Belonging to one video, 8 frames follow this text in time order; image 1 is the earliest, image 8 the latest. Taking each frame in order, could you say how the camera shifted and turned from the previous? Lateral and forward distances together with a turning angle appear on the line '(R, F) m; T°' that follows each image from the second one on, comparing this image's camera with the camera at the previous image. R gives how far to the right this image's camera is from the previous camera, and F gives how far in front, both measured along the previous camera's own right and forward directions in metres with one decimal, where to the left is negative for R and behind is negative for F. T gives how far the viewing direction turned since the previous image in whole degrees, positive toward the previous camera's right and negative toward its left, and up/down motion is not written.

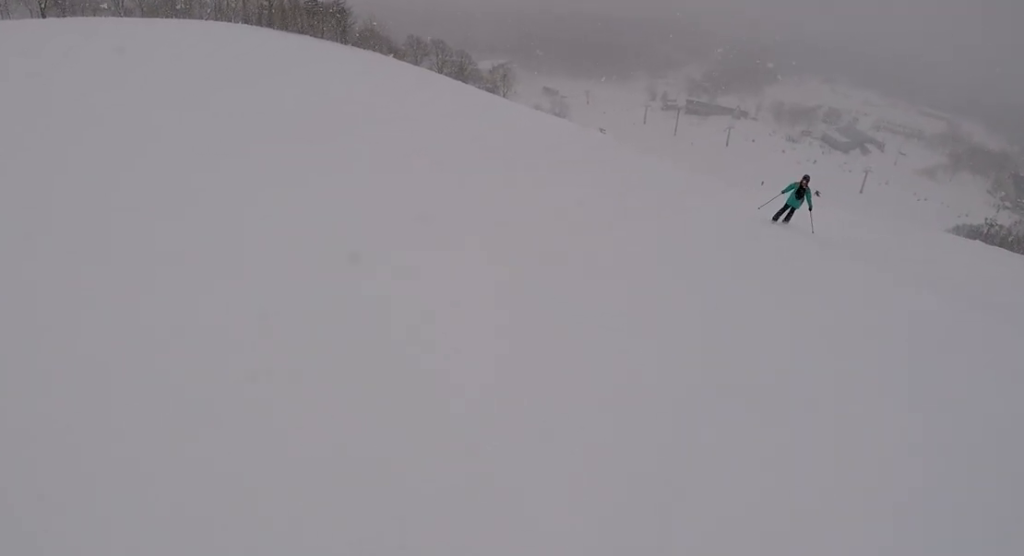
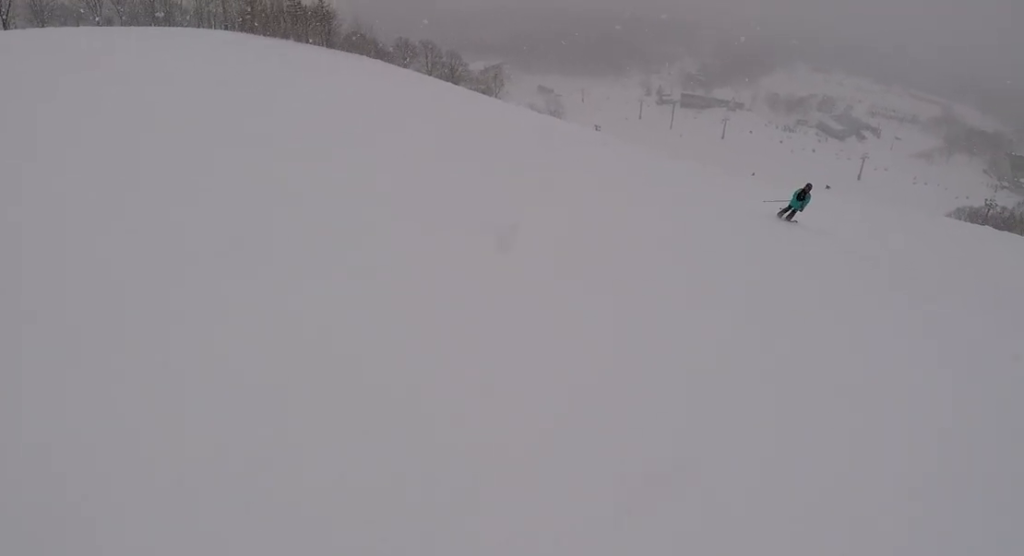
(-0.6, +4.5) m; 0°
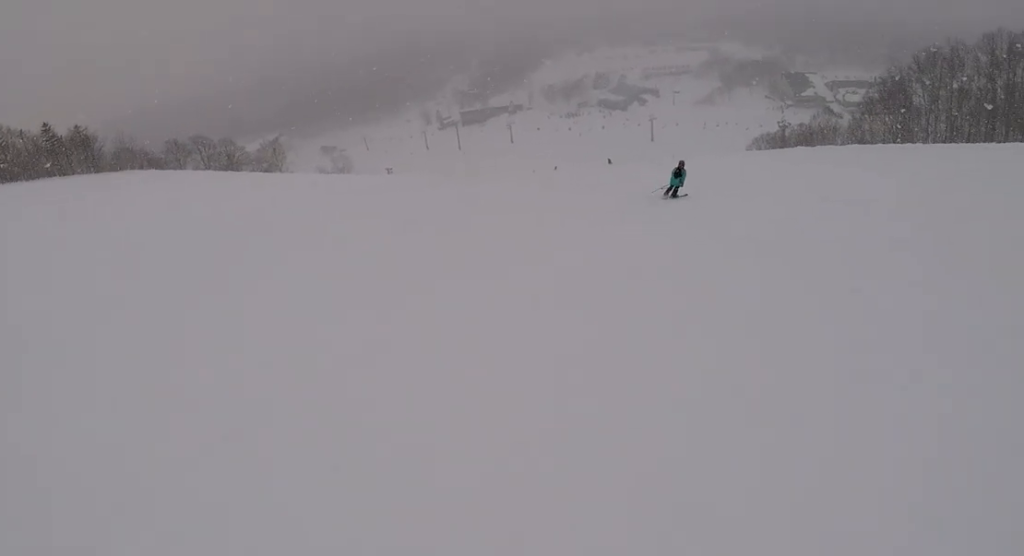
(+0.4, +4.5) m; +11°
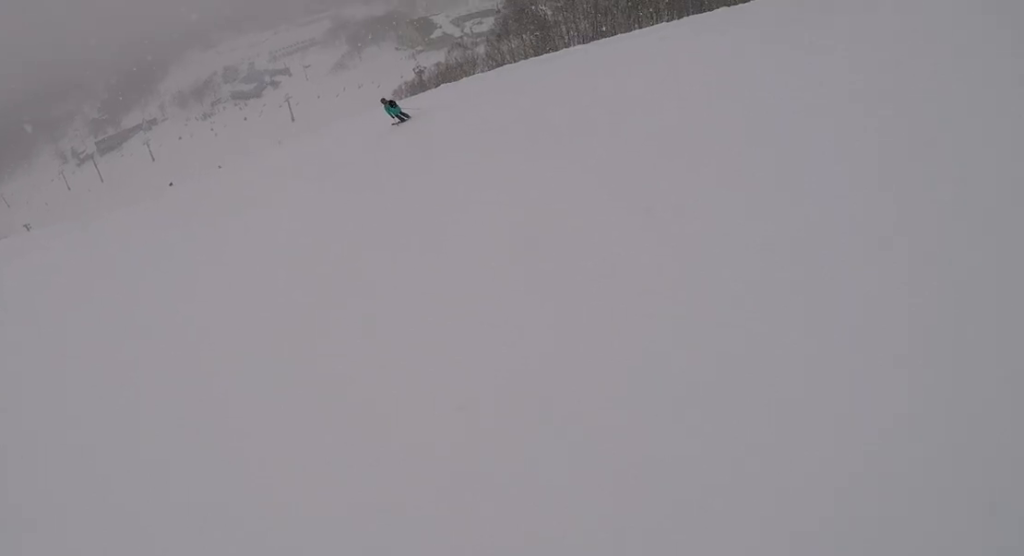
(+2.9, +10.9) m; +15°
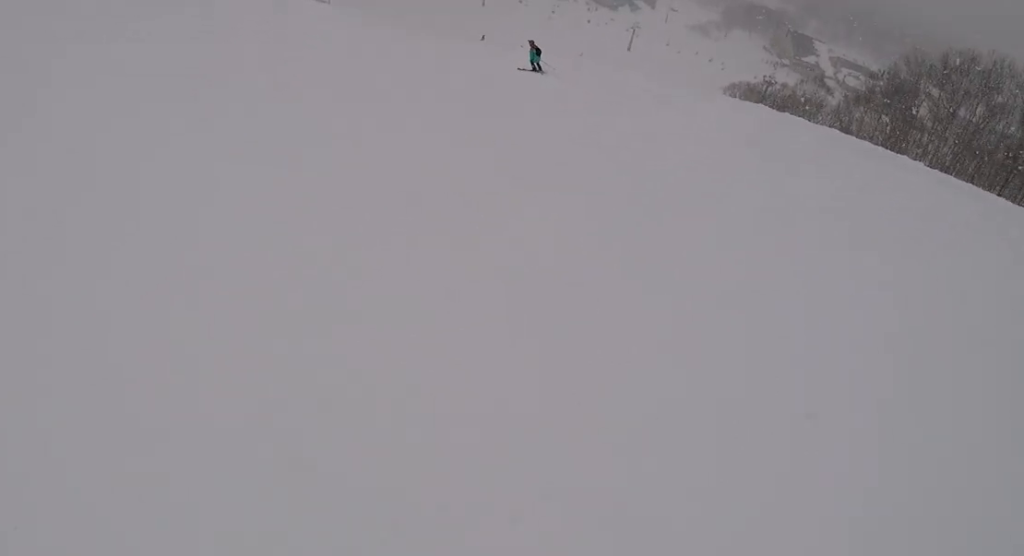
(-1.3, +7.1) m; -31°
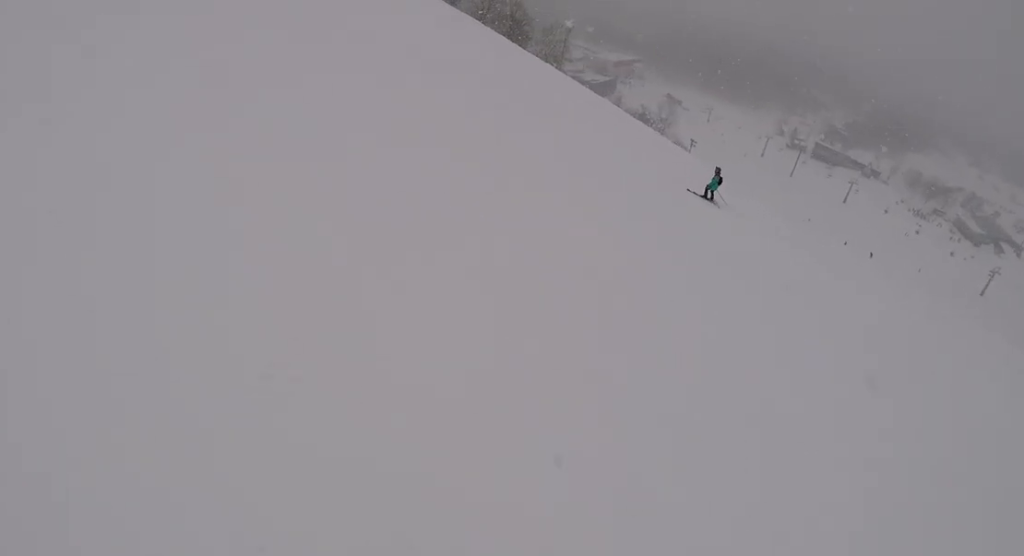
(-4.2, +8.2) m; -41°
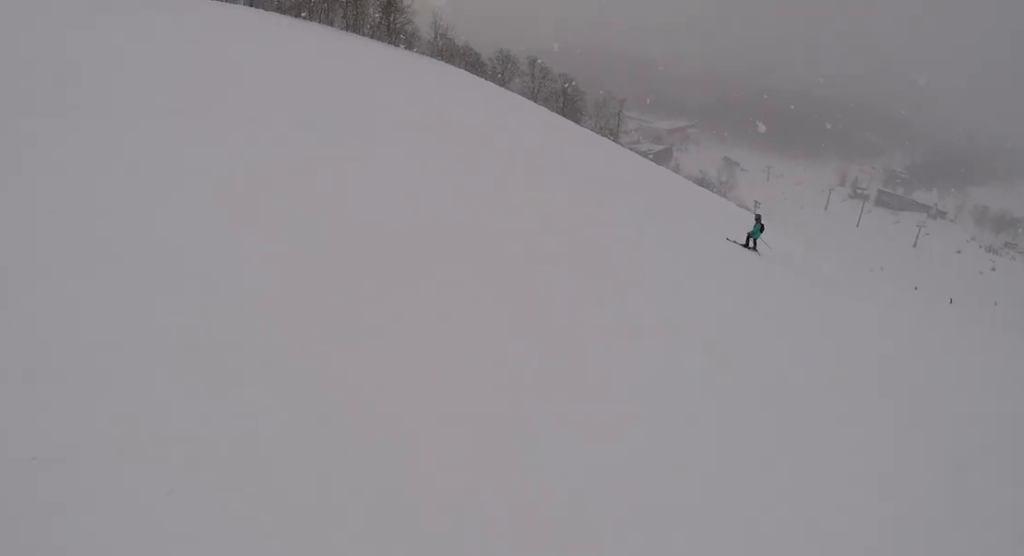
(-0.2, +3.5) m; -6°
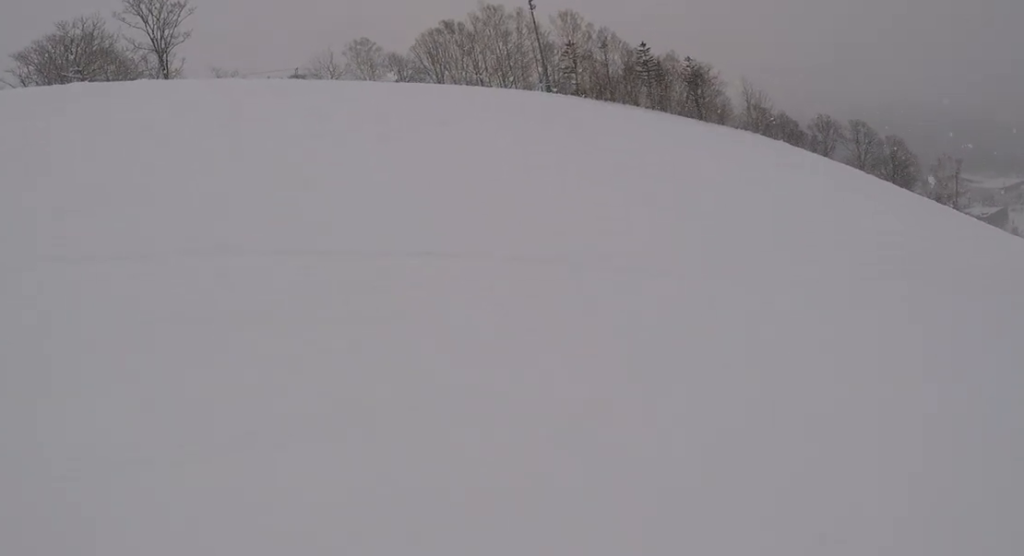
(-0.5, +7.2) m; -5°
